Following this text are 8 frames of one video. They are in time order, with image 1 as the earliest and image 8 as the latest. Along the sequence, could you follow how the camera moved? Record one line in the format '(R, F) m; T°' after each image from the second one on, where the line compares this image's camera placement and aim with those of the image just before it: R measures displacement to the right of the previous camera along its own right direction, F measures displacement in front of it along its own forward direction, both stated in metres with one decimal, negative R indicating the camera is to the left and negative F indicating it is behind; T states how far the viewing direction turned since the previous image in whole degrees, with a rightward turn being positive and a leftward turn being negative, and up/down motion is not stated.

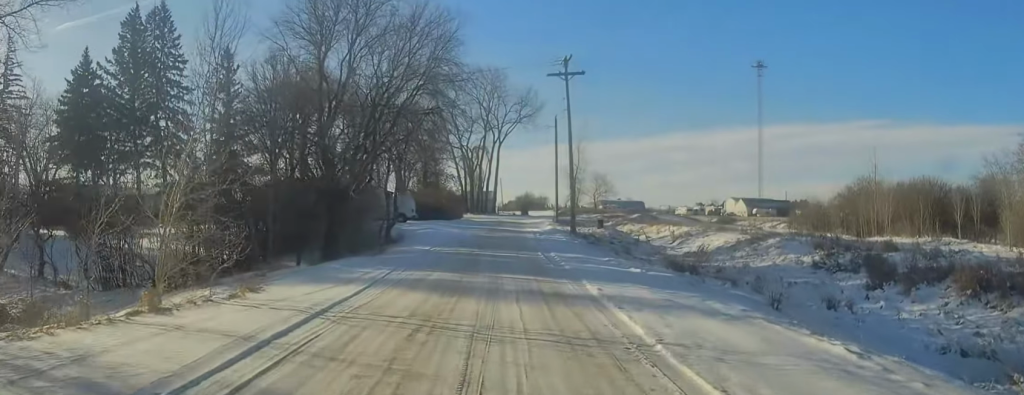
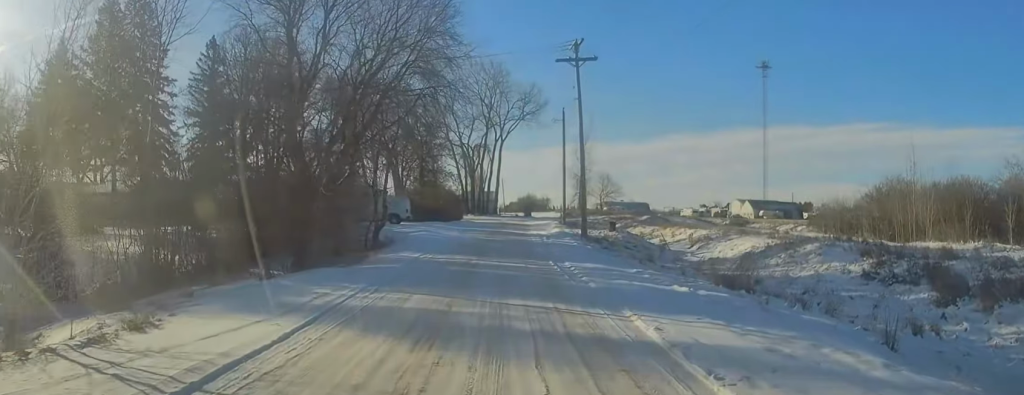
(+0.2, +4.9) m; 0°
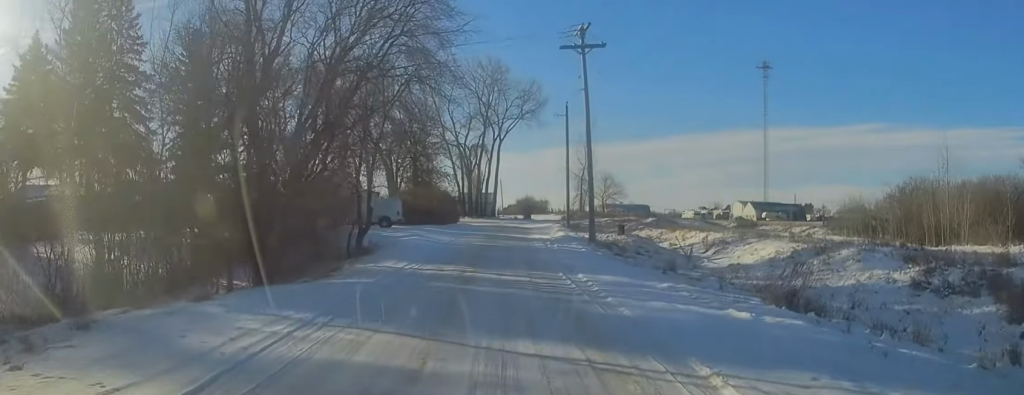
(+0.3, +4.1) m; 0°
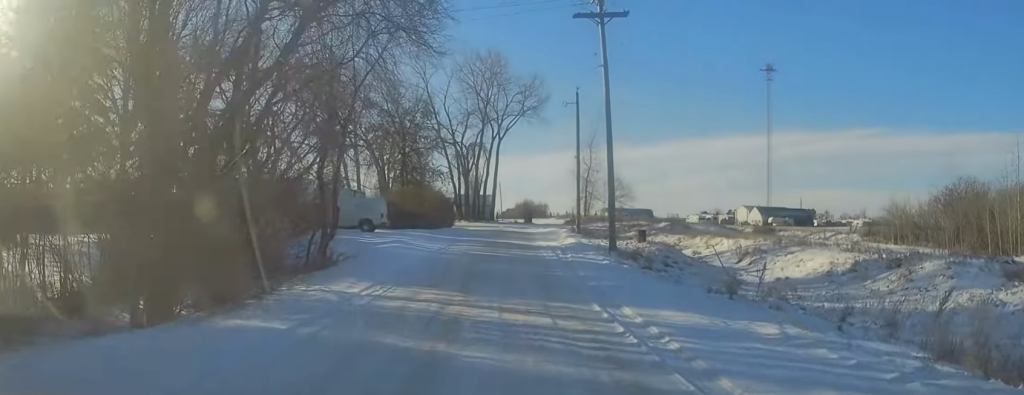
(-0.4, +6.8) m; 0°
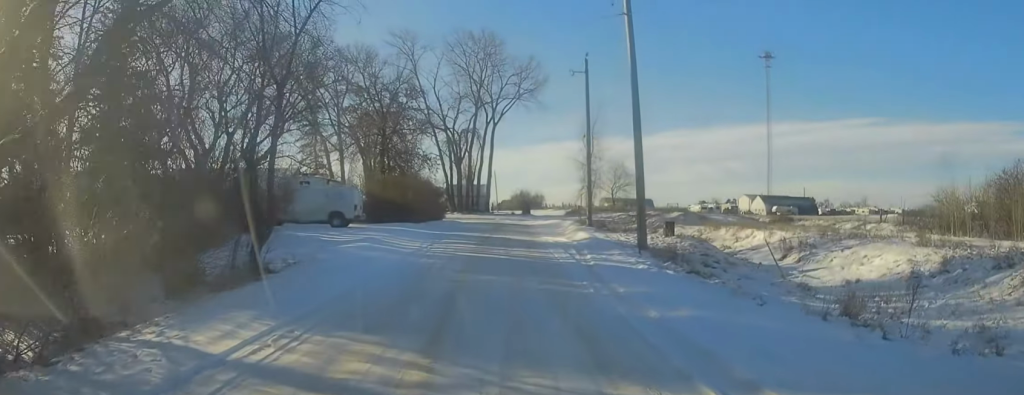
(+0.2, +7.1) m; +2°
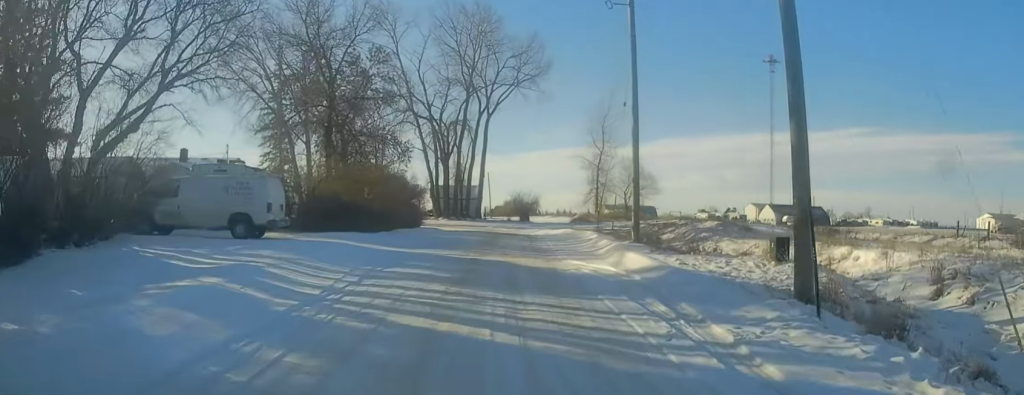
(+0.1, +13.6) m; -2°
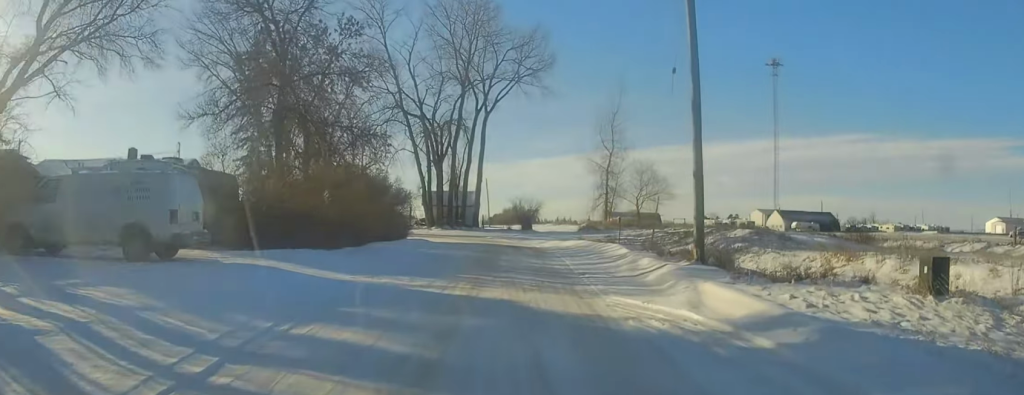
(-0.4, +7.4) m; +1°
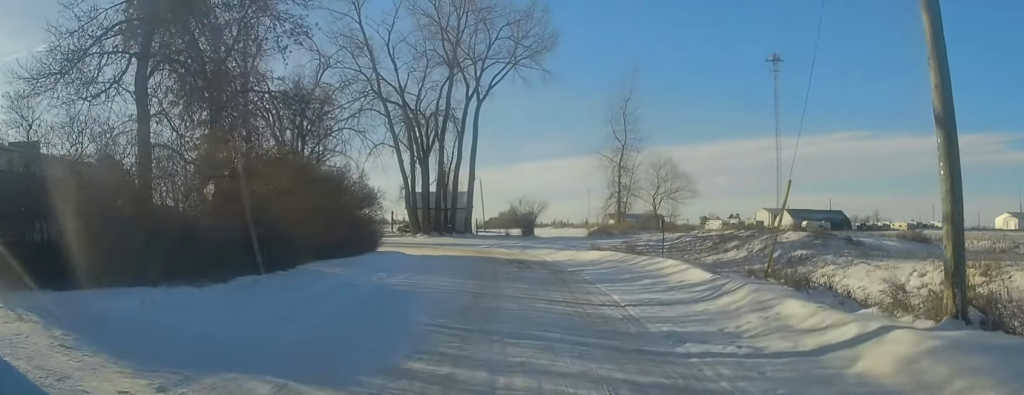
(+0.7, +9.8) m; +3°
